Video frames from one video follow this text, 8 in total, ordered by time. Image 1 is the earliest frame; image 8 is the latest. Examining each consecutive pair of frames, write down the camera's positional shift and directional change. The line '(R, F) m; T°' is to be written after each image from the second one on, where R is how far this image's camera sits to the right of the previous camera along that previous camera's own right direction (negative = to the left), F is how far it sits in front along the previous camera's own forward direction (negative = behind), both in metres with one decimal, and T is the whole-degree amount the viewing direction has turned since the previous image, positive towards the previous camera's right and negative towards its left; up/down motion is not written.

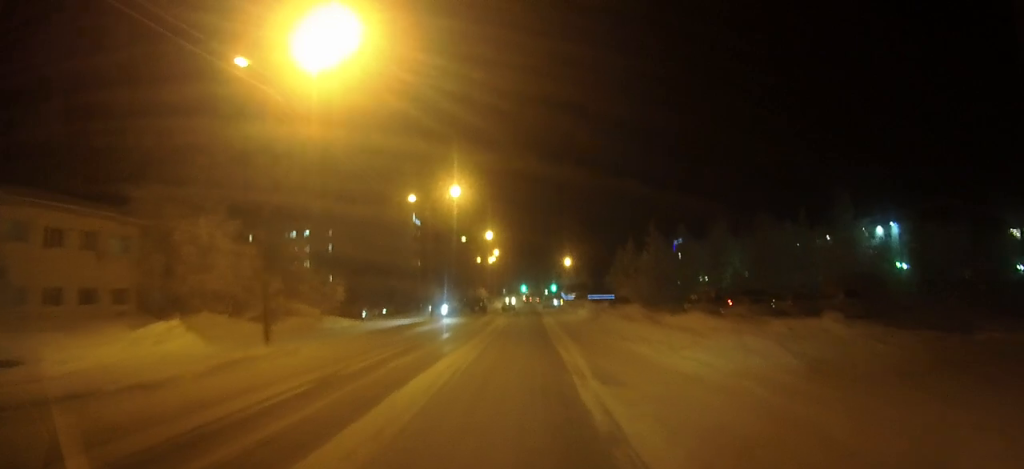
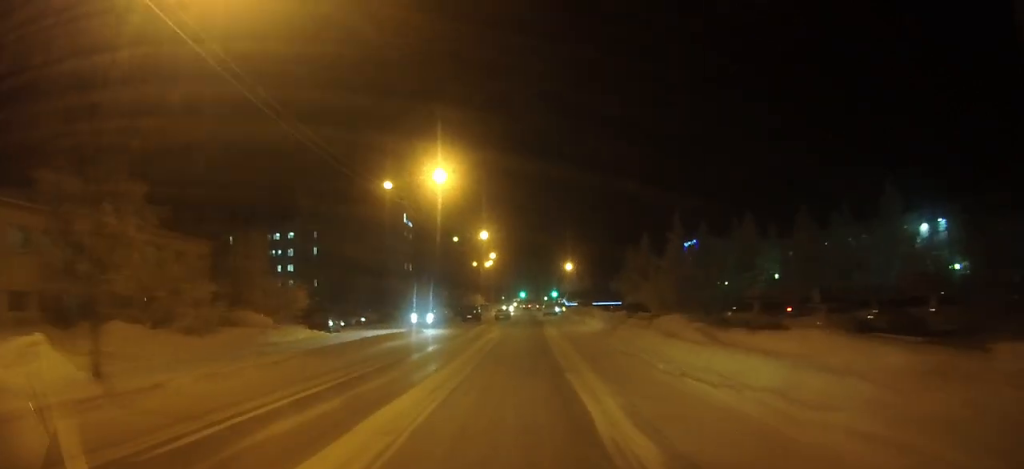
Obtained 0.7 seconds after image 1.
(0.0, +8.7) m; 0°
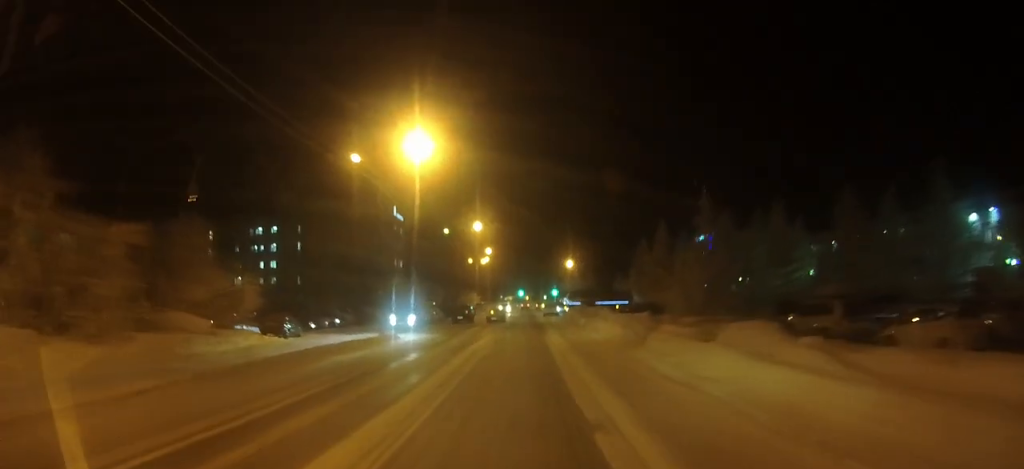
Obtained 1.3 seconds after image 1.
(0.0, +8.2) m; 0°
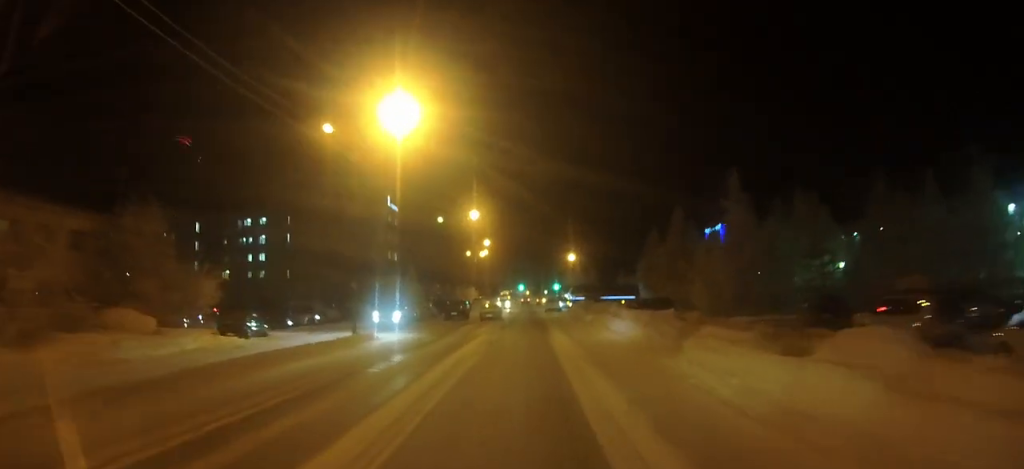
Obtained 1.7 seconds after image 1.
(0.0, +5.4) m; 0°
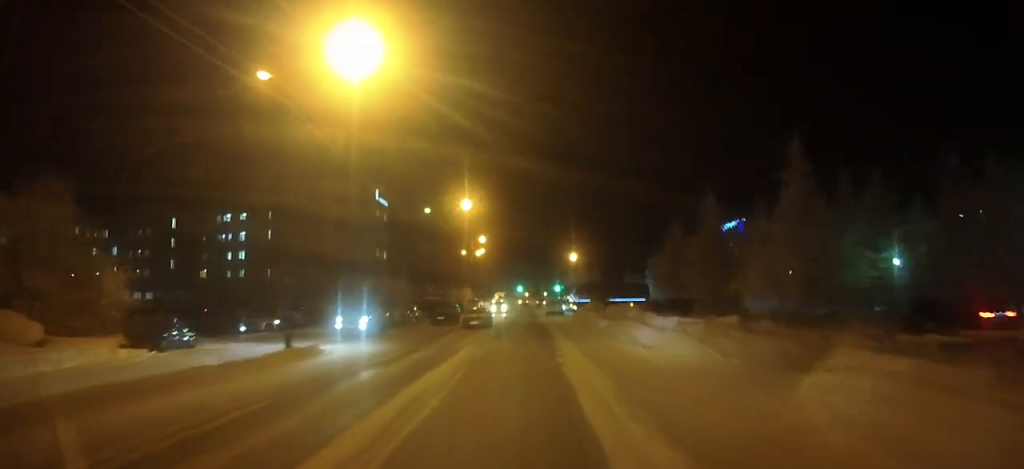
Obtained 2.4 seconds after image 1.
(0.0, +8.2) m; 0°
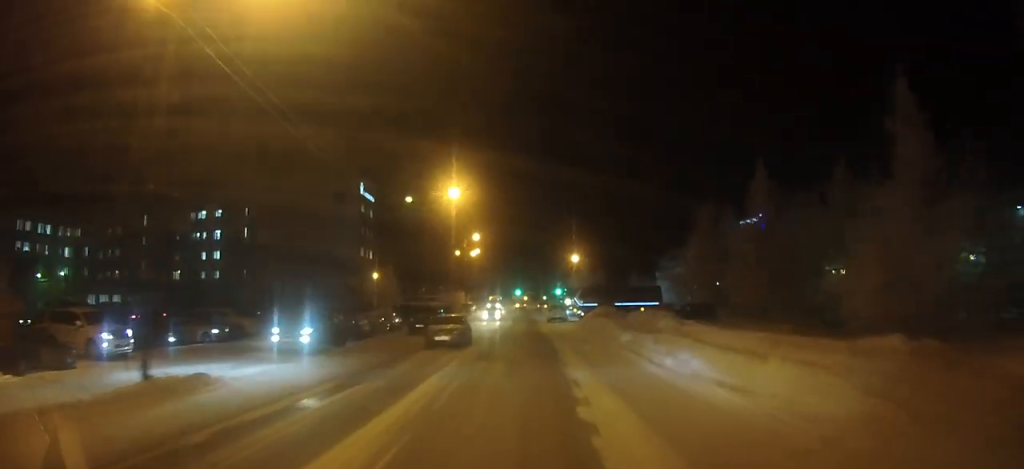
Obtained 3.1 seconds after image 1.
(0.0, +8.6) m; 0°
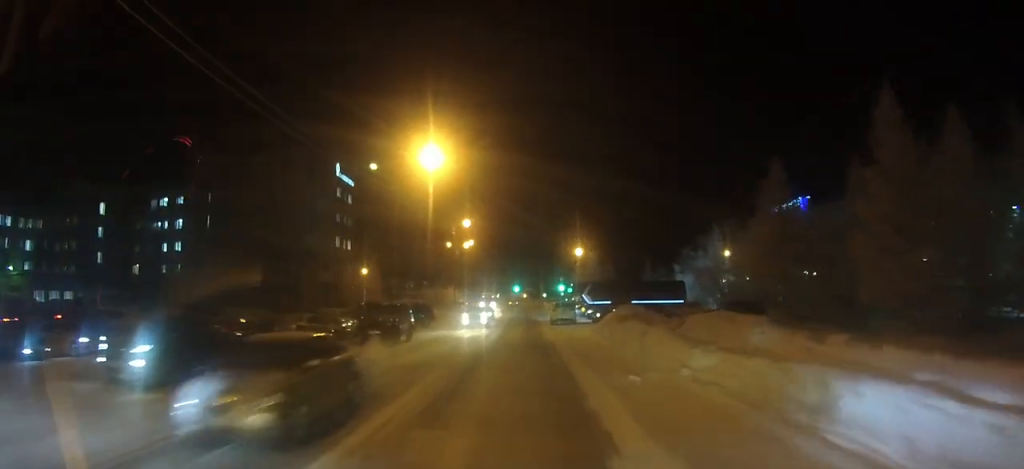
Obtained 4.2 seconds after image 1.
(0.0, +11.6) m; 0°
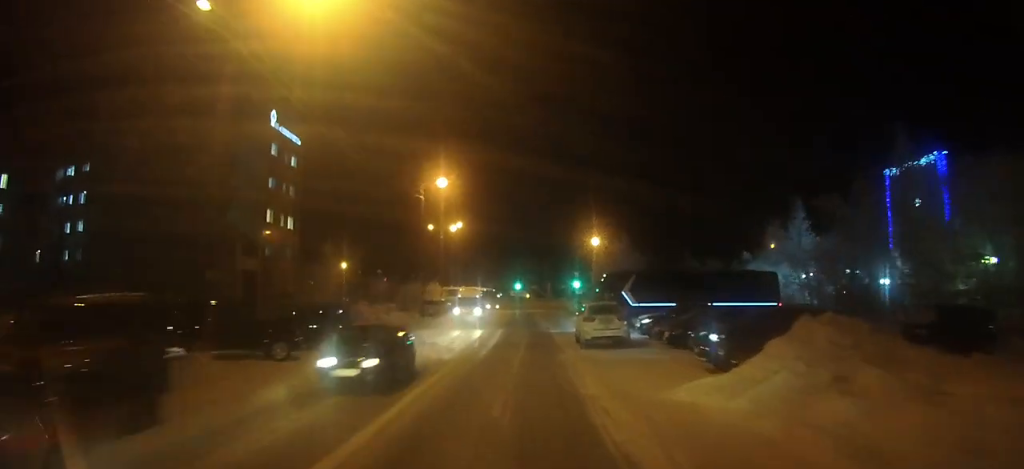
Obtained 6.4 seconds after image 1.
(0.0, +23.2) m; 0°
